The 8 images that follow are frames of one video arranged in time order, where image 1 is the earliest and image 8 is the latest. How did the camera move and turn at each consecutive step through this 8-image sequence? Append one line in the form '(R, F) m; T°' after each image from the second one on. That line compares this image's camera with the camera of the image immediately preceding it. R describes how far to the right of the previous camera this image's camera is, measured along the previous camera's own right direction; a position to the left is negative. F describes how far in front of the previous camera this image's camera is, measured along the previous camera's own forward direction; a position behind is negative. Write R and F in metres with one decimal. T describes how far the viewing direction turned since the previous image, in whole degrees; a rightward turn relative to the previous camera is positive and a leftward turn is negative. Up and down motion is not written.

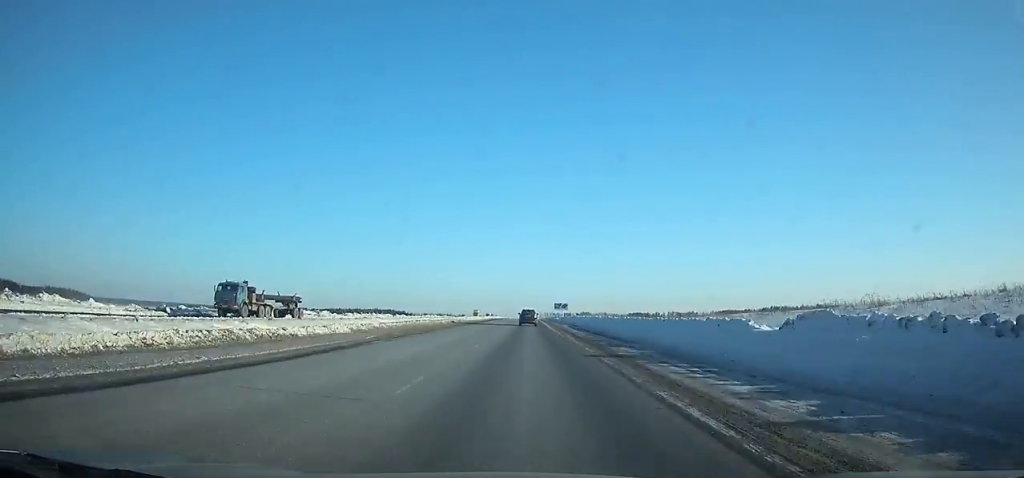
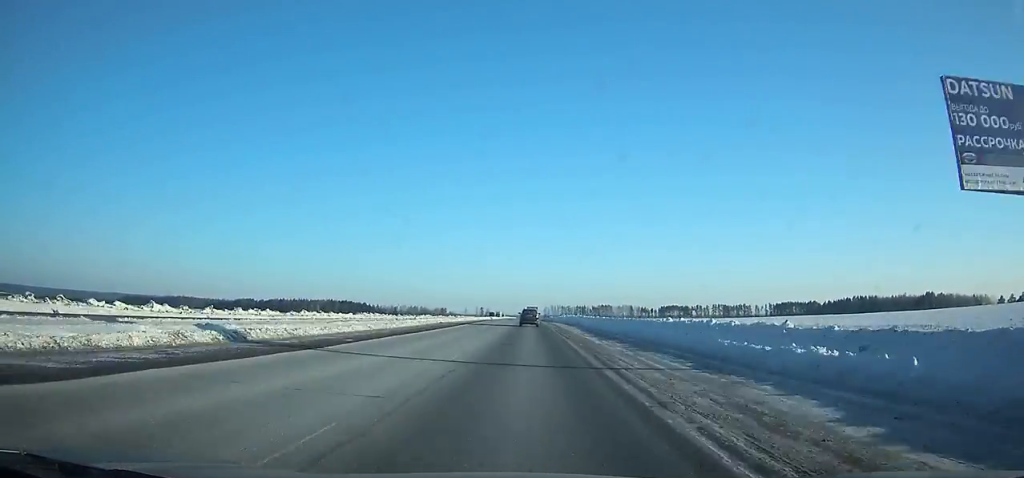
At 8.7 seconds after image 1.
(-0.1, +243.9) m; 0°
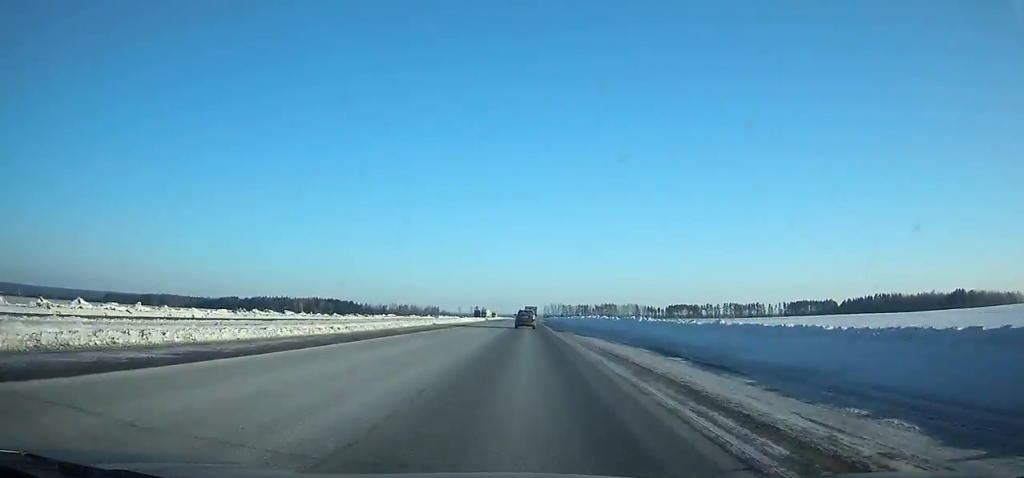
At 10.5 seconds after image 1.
(+0.1, +50.5) m; 0°
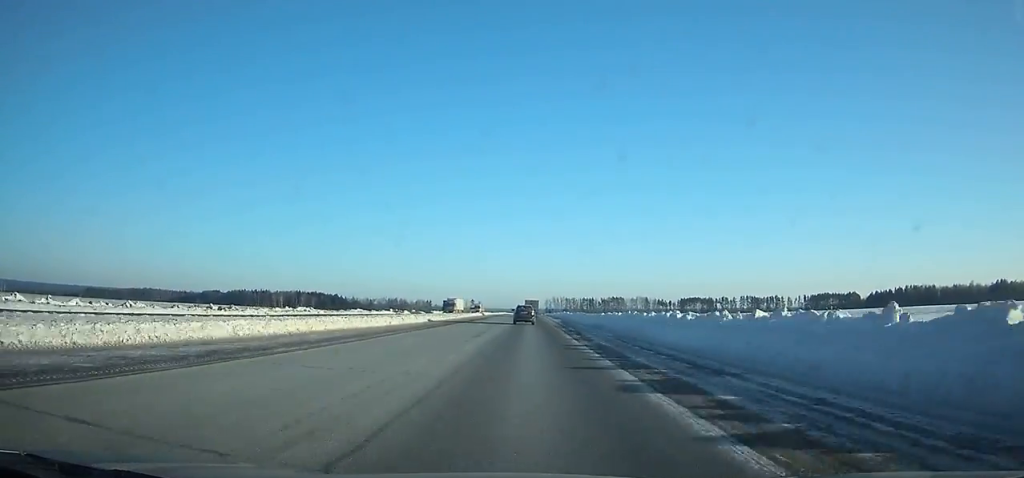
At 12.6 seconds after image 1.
(-0.2, +58.1) m; 0°
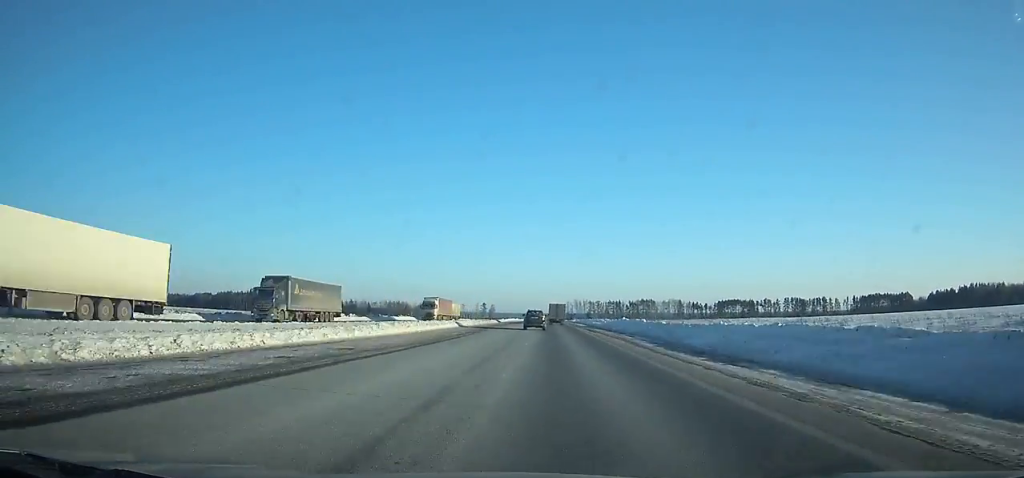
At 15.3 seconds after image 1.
(-0.5, +73.6) m; 0°
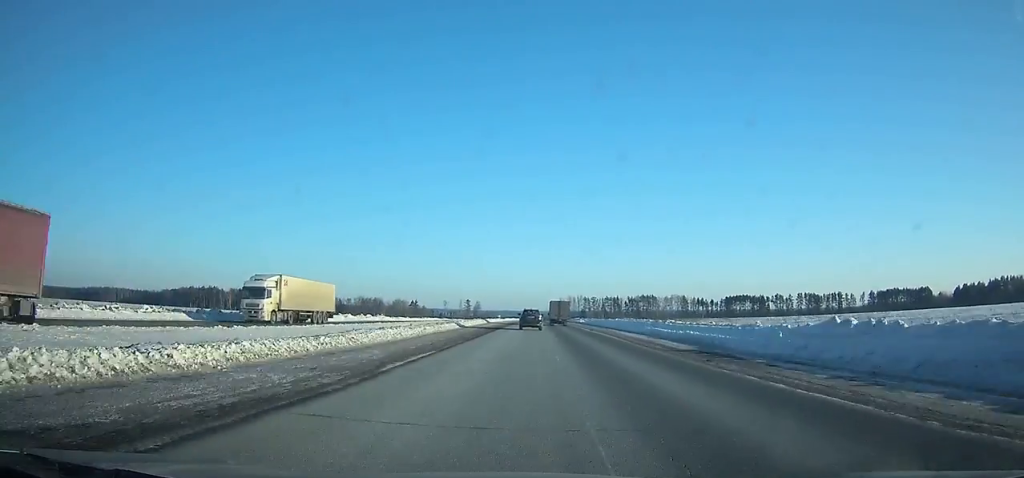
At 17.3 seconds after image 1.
(-0.1, +53.6) m; 0°
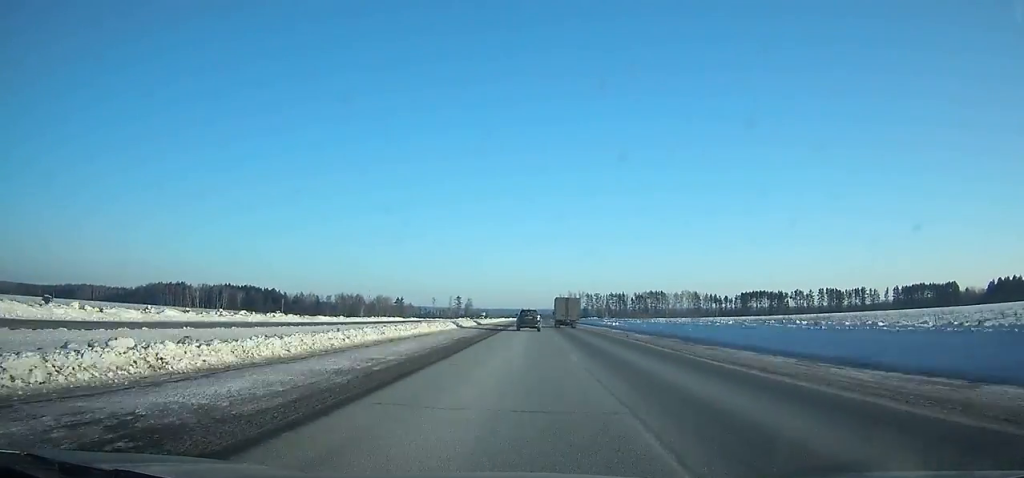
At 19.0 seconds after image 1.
(+0.2, +45.0) m; 0°
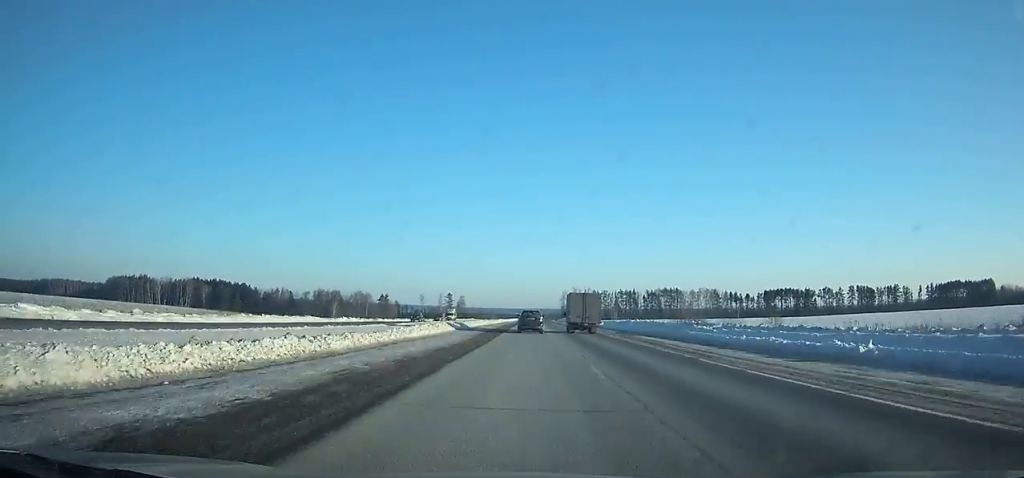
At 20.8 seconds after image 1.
(+0.1, +47.5) m; 0°
